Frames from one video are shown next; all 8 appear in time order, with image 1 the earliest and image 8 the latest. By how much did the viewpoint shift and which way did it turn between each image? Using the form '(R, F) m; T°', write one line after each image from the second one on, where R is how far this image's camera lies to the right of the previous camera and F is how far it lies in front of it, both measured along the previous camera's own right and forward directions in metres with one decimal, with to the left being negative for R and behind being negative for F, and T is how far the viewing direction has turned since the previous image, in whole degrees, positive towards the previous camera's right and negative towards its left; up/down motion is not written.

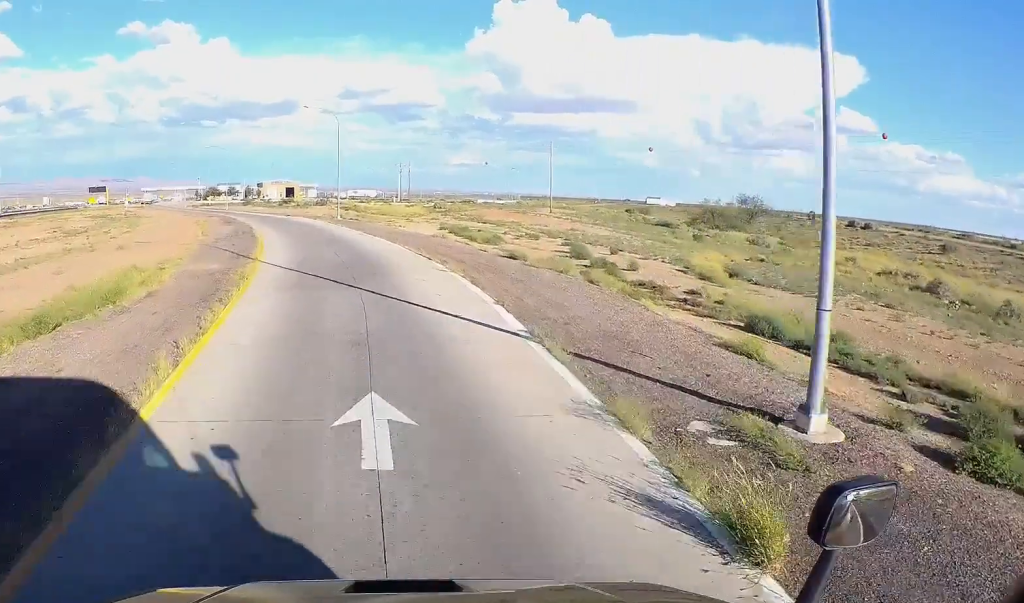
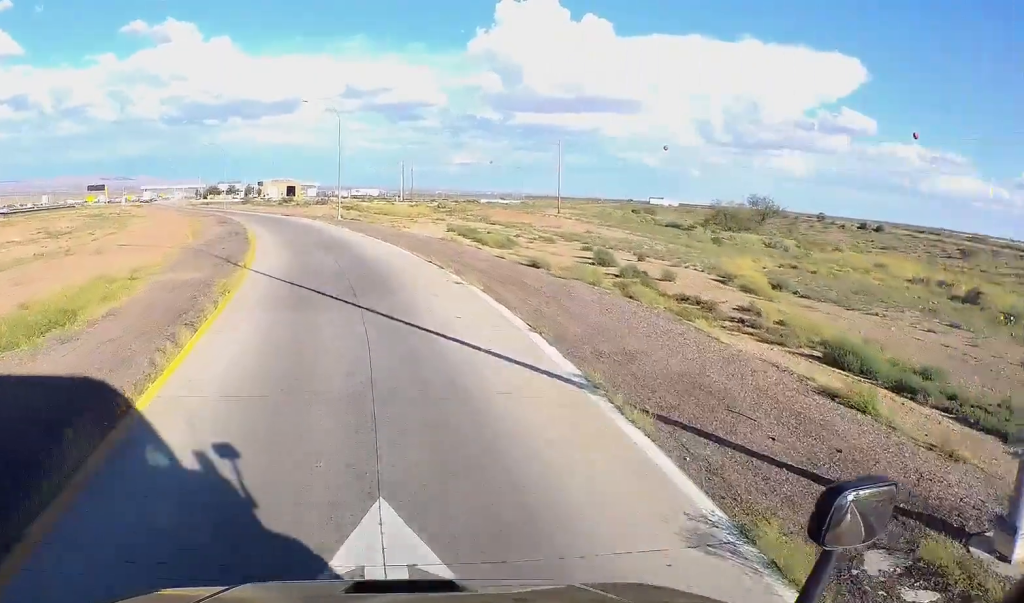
(0.0, +3.6) m; -1°
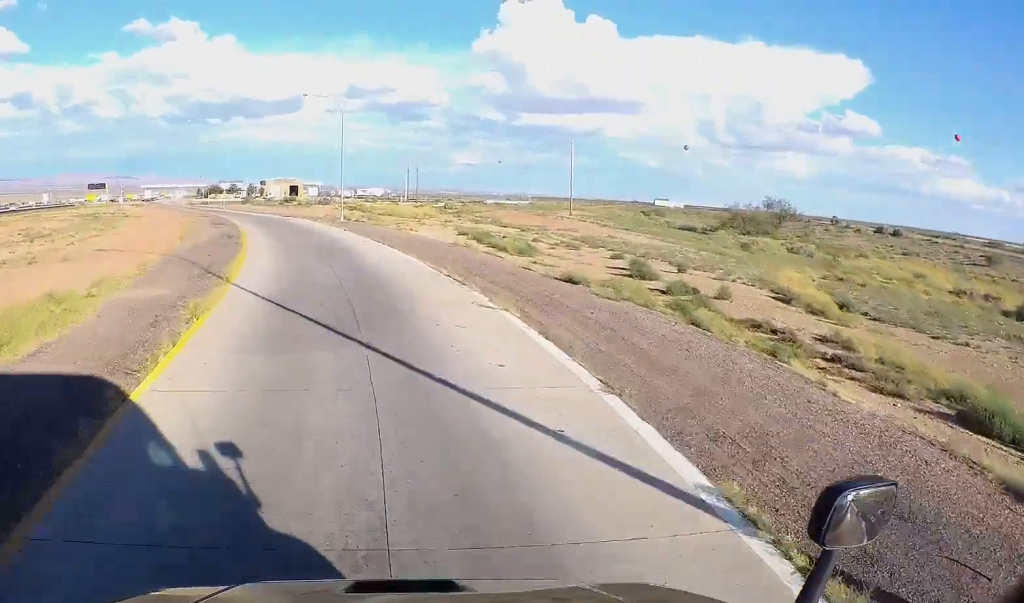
(-0.1, +4.3) m; -1°
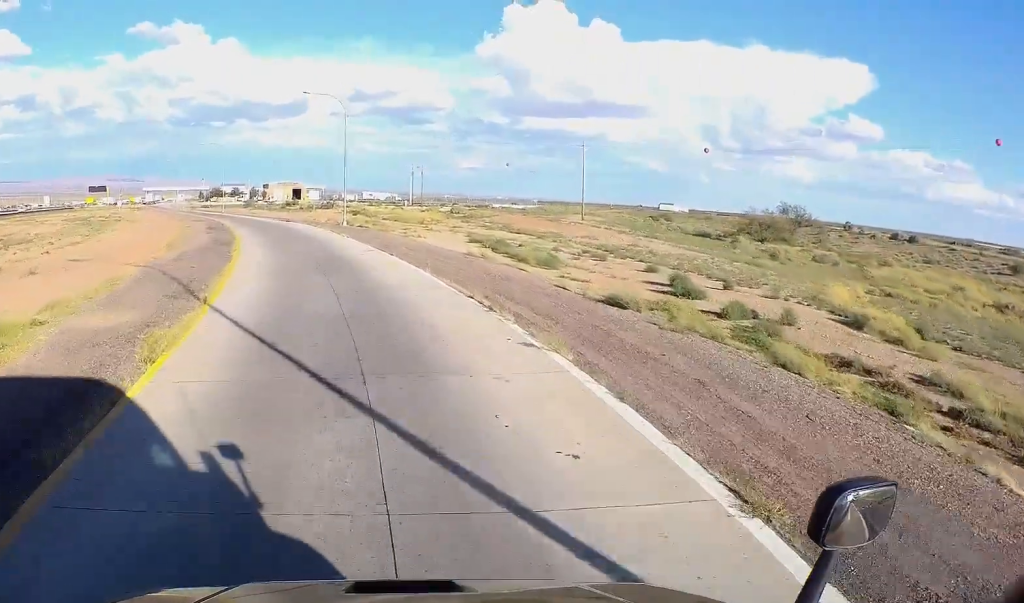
(0.0, +3.8) m; -1°
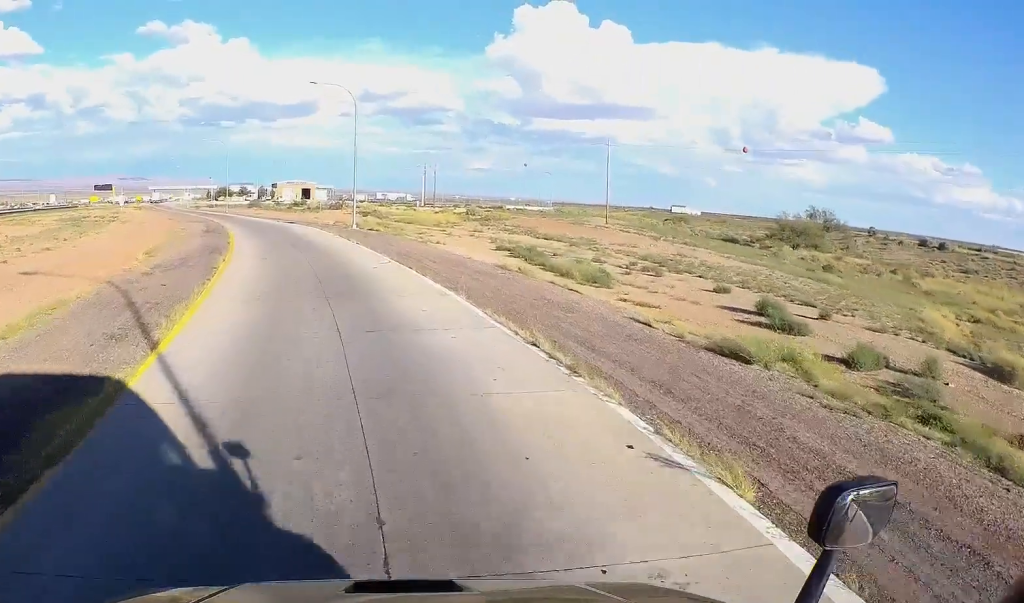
(0.0, +5.7) m; -2°
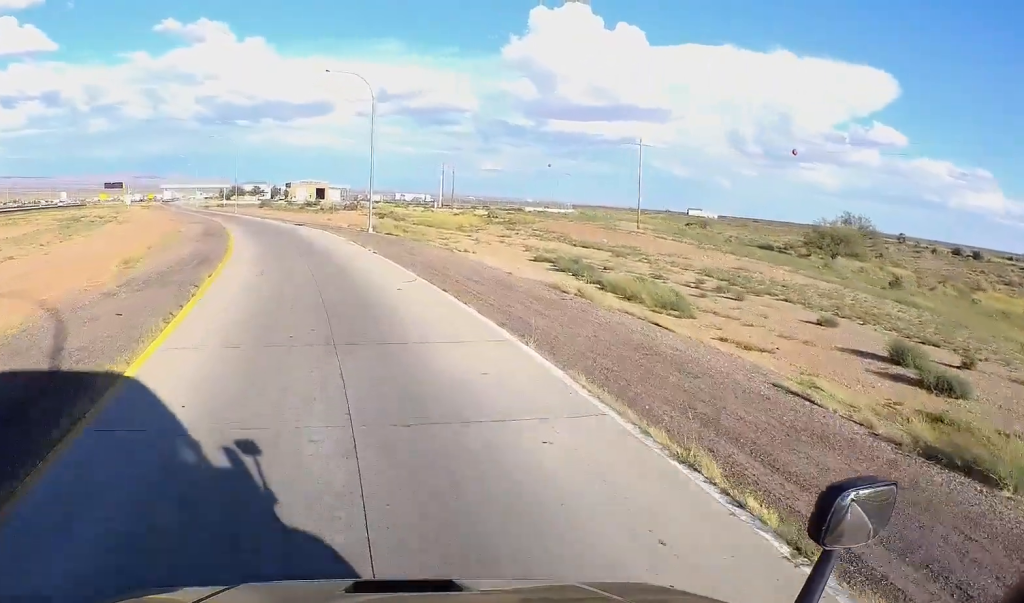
(-0.2, +5.8) m; -2°
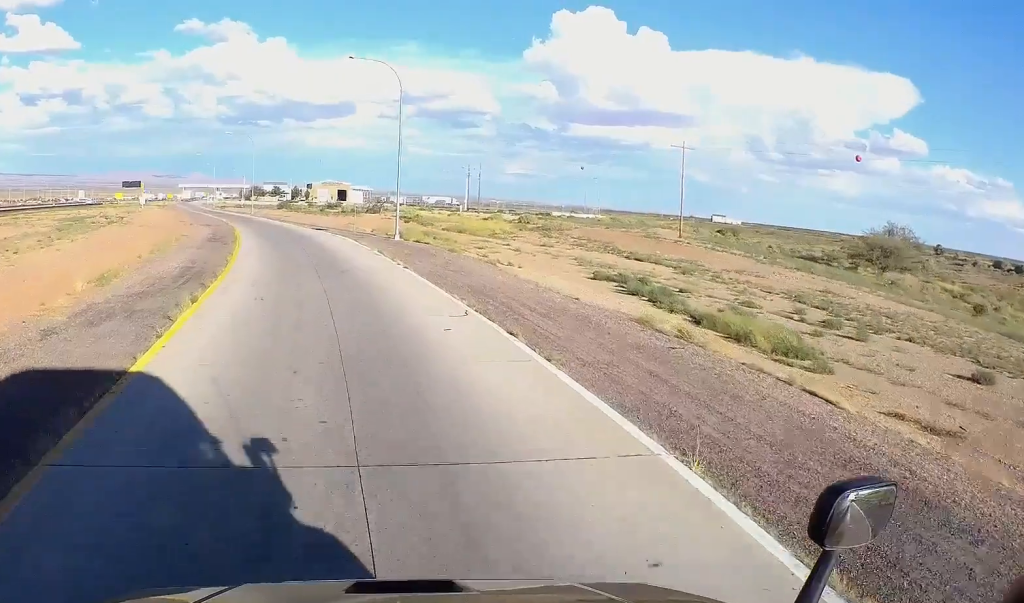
(0.0, +5.8) m; 0°
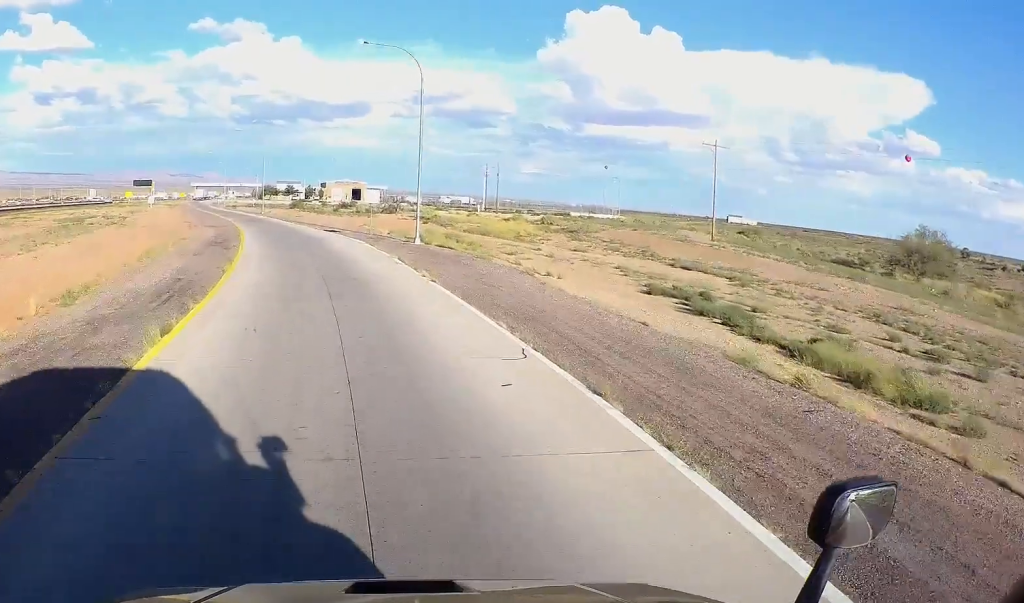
(0.0, +4.4) m; 0°
